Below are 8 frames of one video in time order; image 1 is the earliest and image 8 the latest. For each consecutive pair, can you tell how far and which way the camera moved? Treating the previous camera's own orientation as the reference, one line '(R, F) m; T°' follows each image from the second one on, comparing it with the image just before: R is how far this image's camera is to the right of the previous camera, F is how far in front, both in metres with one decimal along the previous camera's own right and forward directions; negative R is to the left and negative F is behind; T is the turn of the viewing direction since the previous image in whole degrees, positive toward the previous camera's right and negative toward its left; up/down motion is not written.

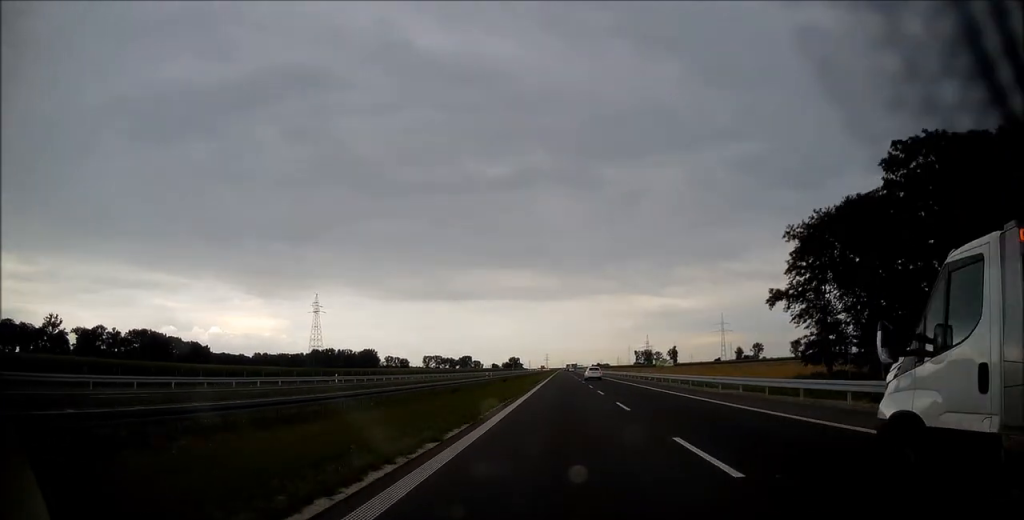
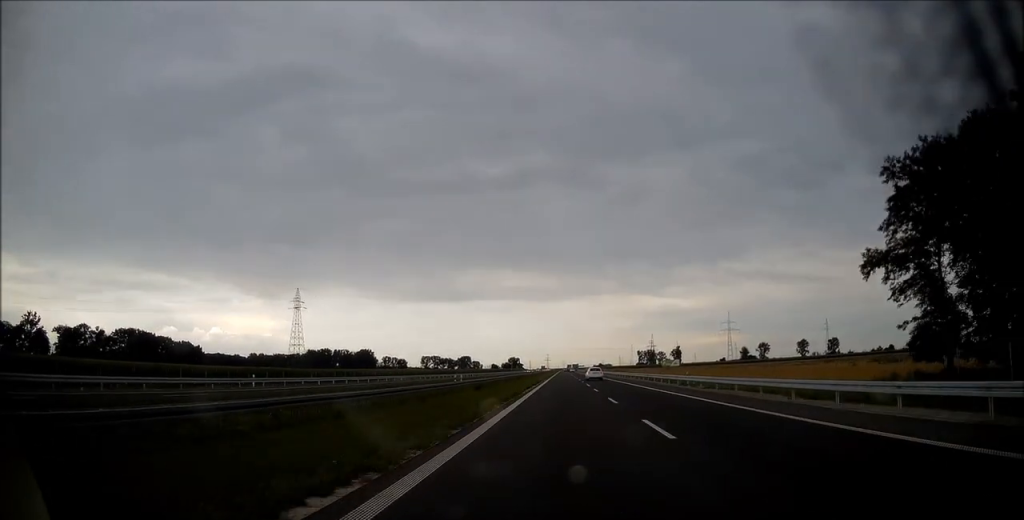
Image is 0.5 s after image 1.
(0.0, +19.1) m; 0°
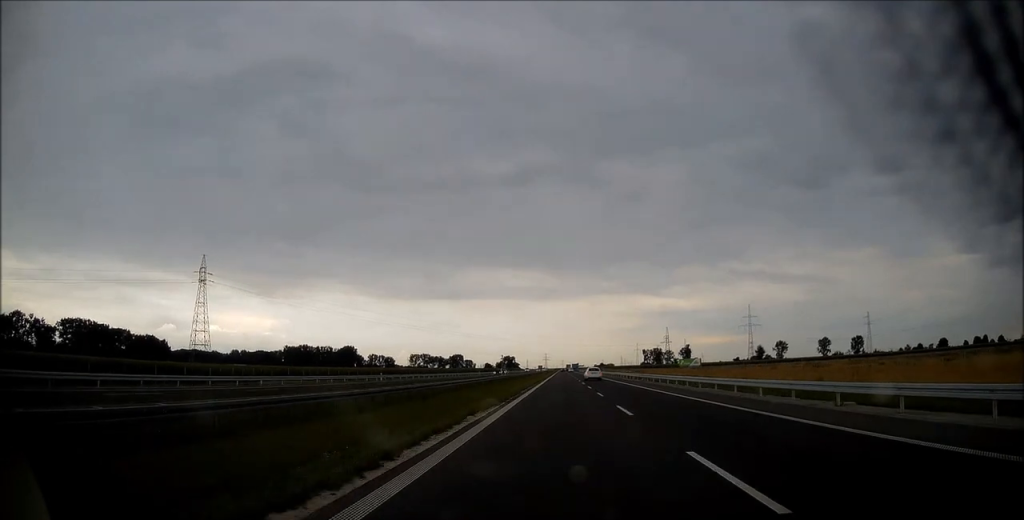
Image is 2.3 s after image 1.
(-0.1, +64.4) m; 0°
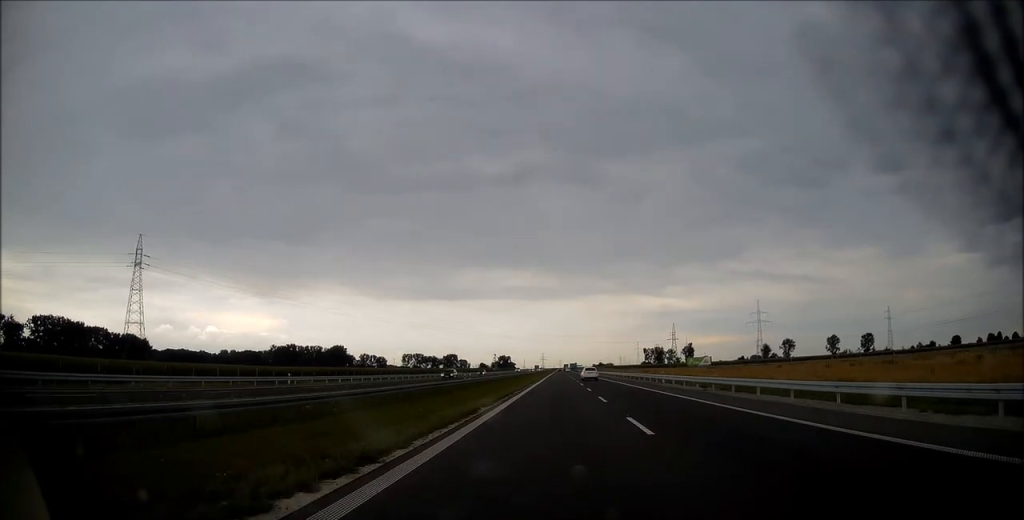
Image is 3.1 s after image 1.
(0.0, +28.5) m; 0°
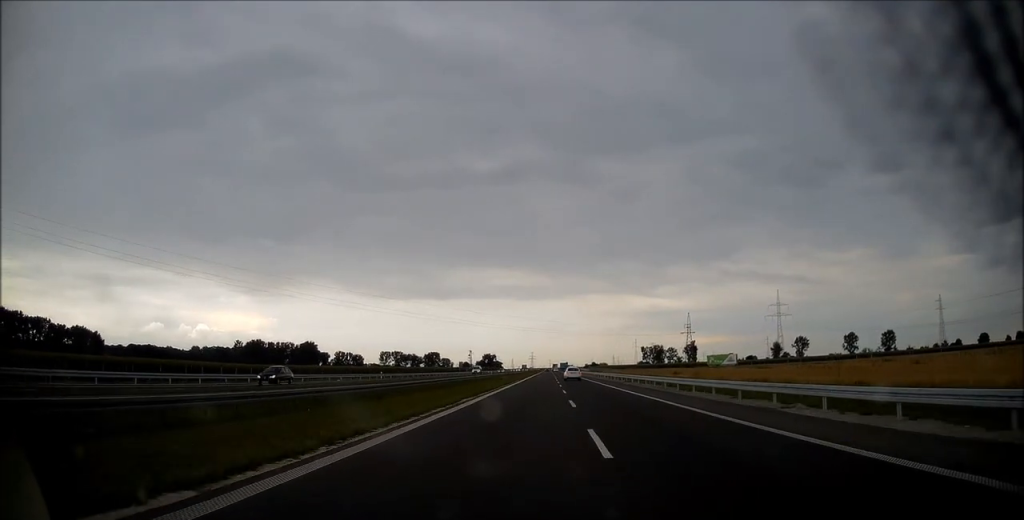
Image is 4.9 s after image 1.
(+0.6, +61.7) m; +1°
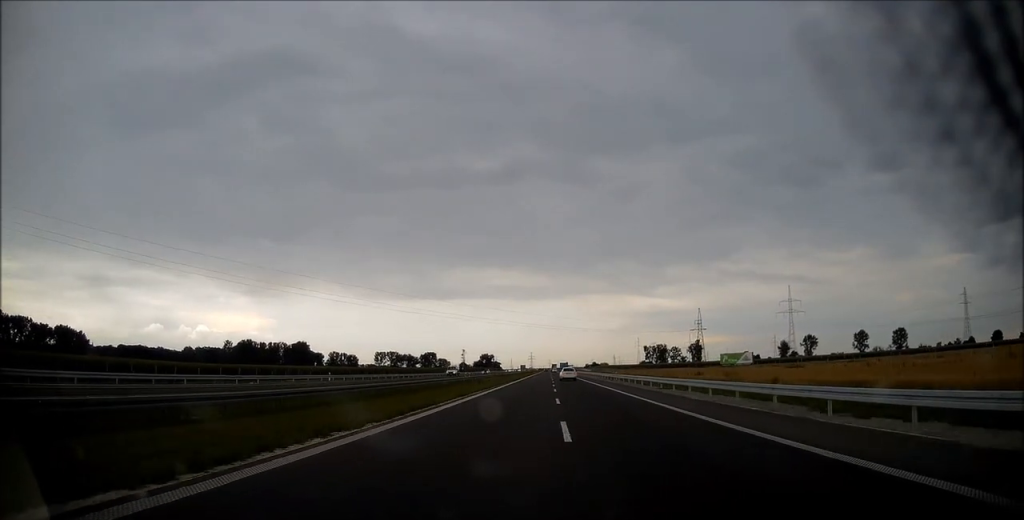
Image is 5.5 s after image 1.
(-0.1, +21.4) m; 0°
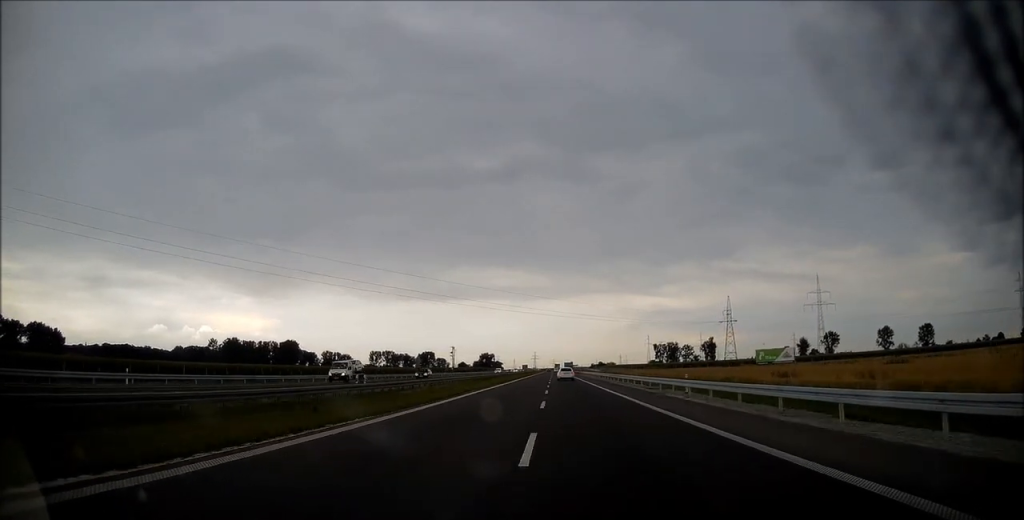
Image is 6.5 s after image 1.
(0.0, +38.0) m; 0°
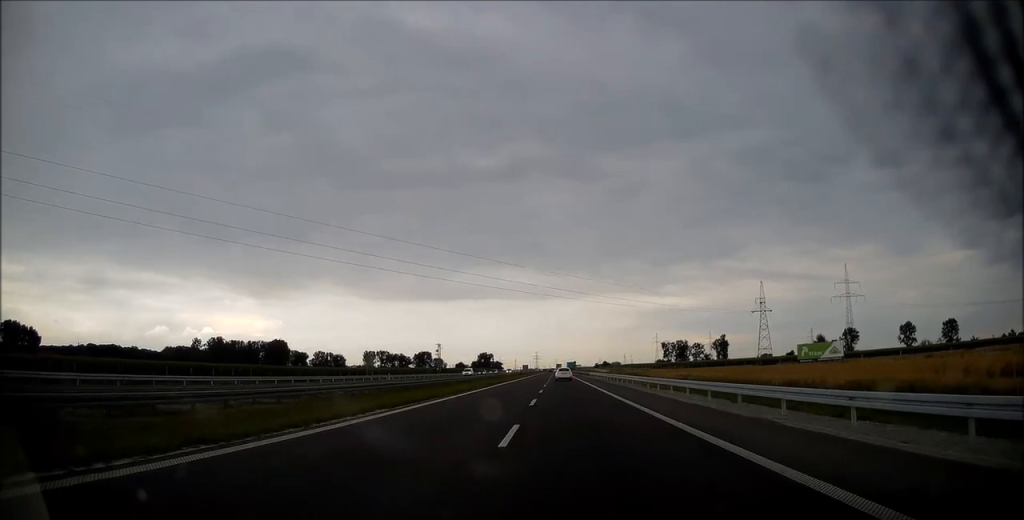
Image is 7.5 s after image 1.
(-0.1, +33.3) m; 0°
